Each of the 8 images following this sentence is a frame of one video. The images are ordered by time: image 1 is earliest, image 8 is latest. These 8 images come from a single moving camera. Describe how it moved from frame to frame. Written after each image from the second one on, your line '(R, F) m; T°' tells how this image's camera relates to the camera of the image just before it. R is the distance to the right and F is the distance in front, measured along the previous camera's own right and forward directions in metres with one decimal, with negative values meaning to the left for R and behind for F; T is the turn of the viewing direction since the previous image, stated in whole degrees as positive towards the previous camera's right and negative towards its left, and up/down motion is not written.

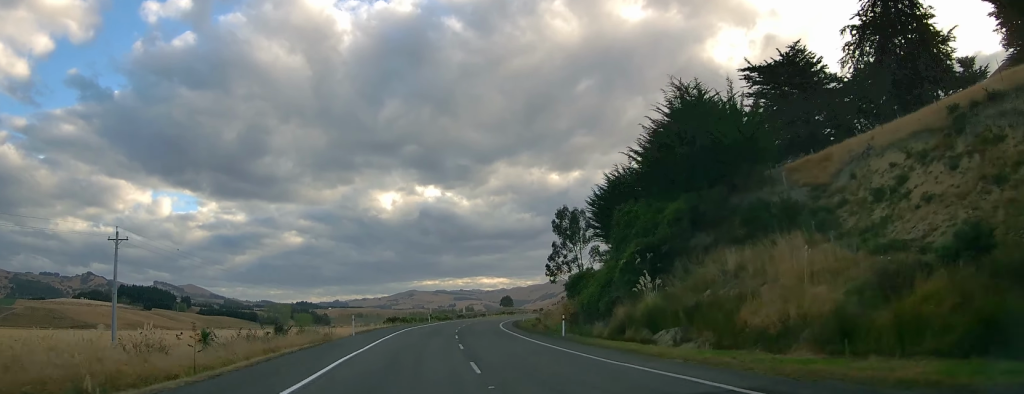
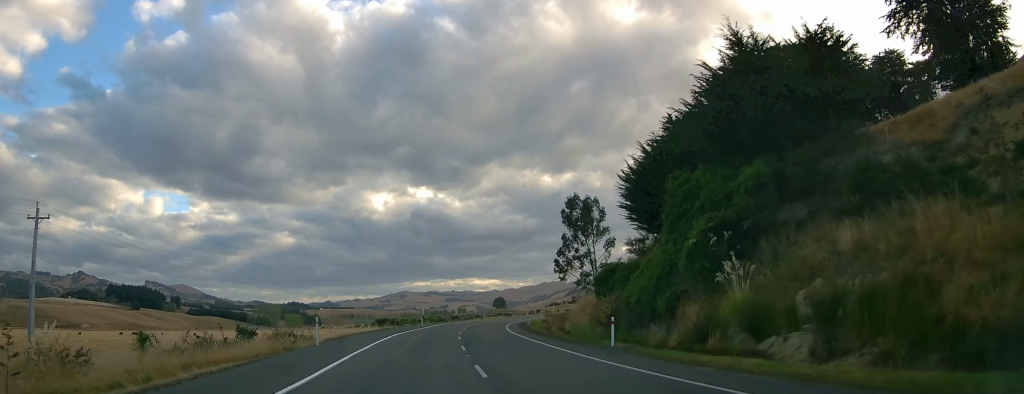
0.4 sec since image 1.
(+0.1, +11.0) m; +1°
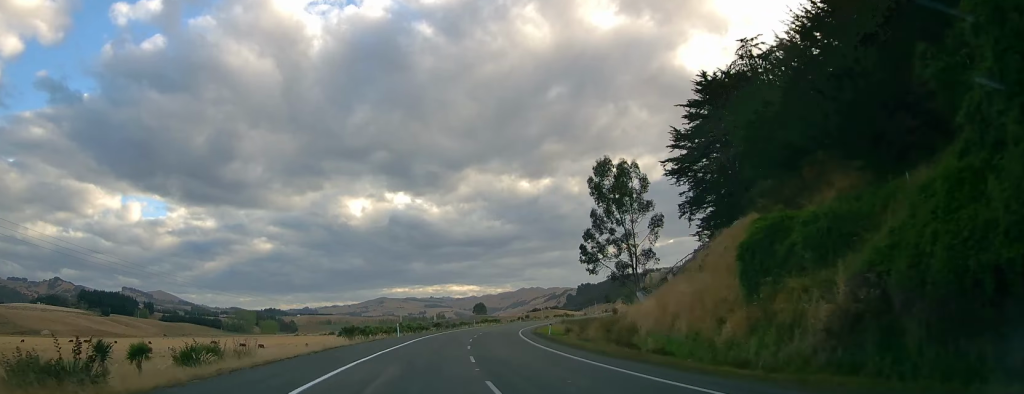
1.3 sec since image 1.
(+0.3, +22.8) m; +1°
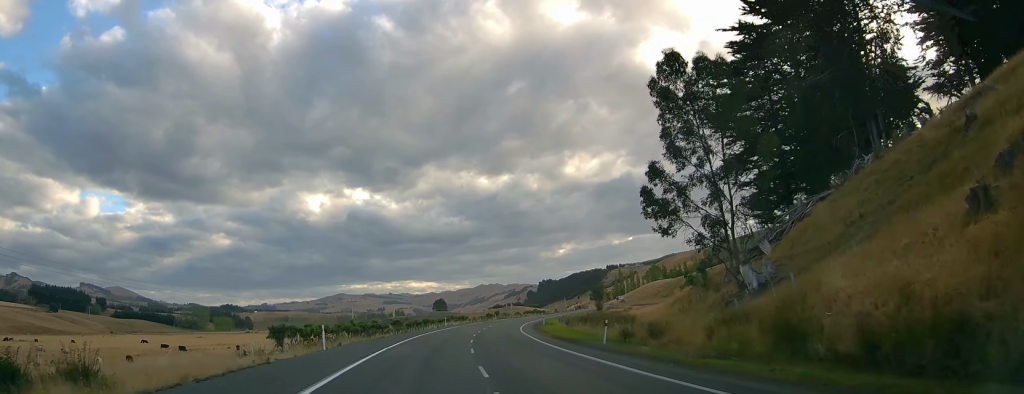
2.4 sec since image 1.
(+0.1, +25.8) m; +2°
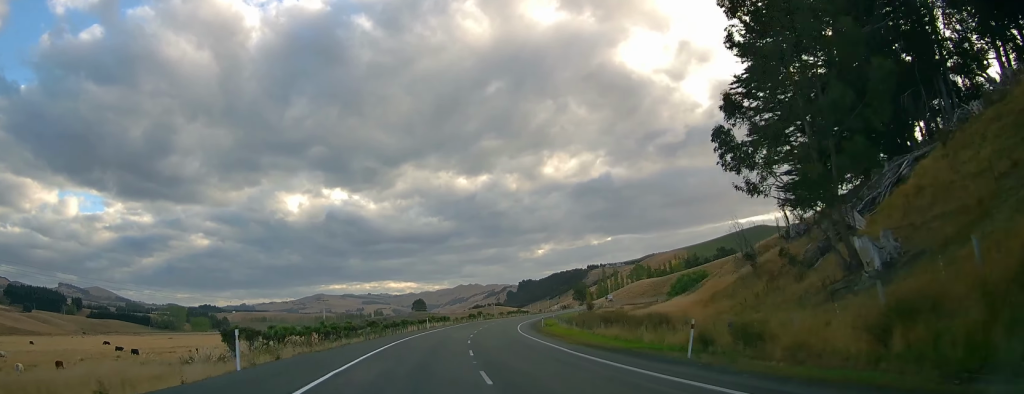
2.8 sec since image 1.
(+0.3, +11.5) m; +1°
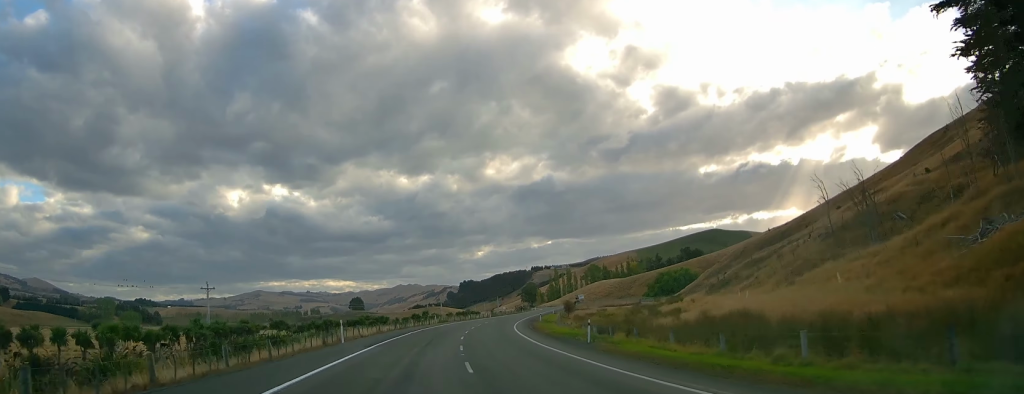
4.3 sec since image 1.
(+1.1, +36.0) m; +6°
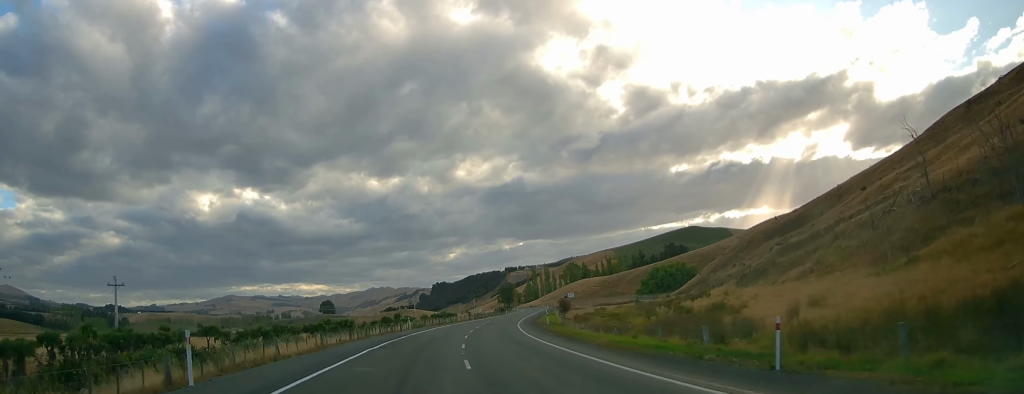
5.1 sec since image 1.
(+1.3, +18.9) m; +4°
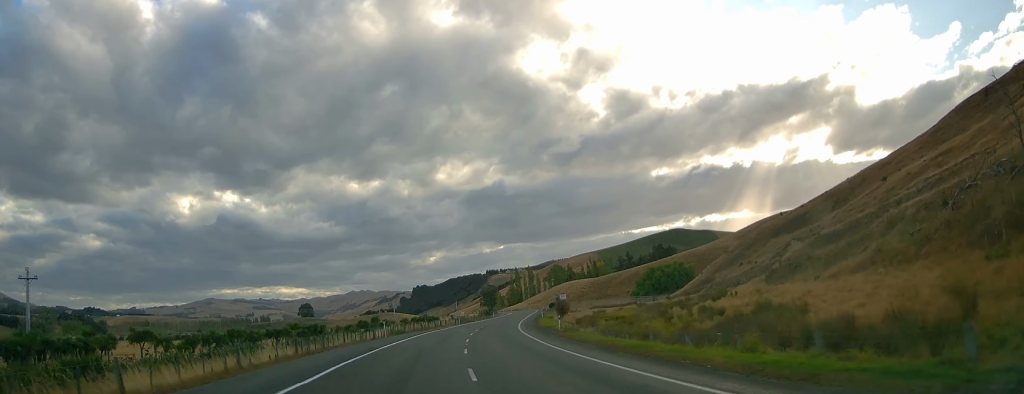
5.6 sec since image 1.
(+0.3, +12.4) m; +2°
